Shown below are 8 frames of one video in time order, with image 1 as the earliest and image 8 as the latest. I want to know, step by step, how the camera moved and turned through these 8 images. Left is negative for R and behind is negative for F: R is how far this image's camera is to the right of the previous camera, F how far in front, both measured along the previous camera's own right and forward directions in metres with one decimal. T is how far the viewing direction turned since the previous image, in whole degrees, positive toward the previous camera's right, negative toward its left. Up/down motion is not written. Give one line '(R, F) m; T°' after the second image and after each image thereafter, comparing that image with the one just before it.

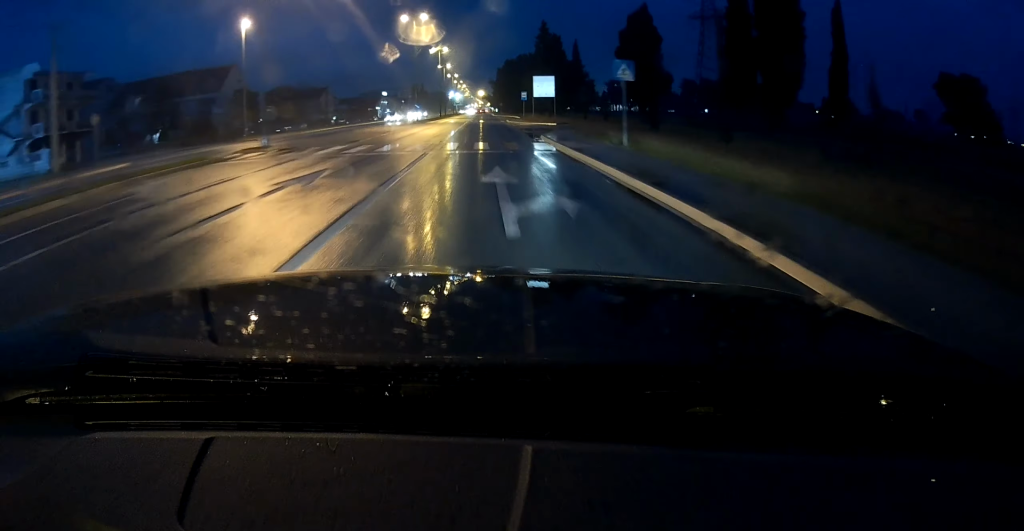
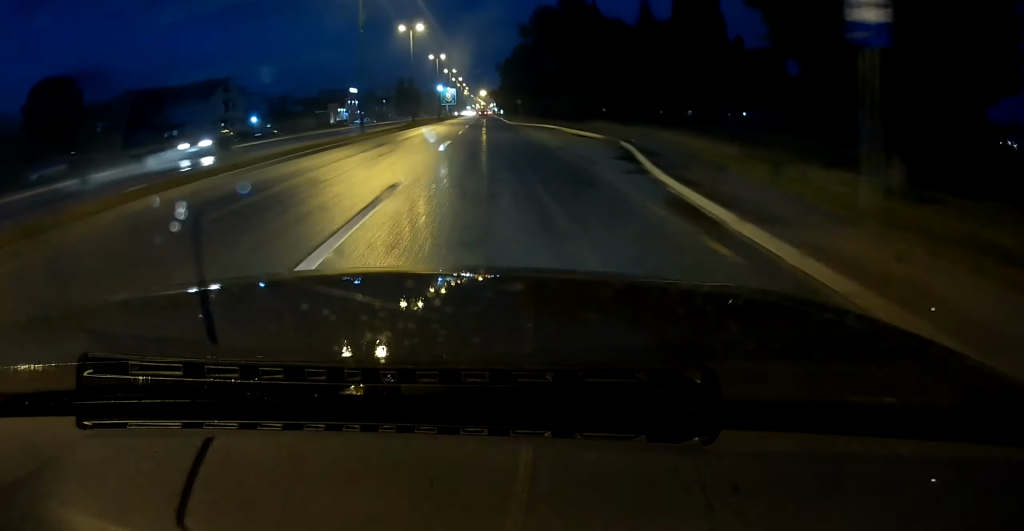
(+0.1, +64.7) m; 0°
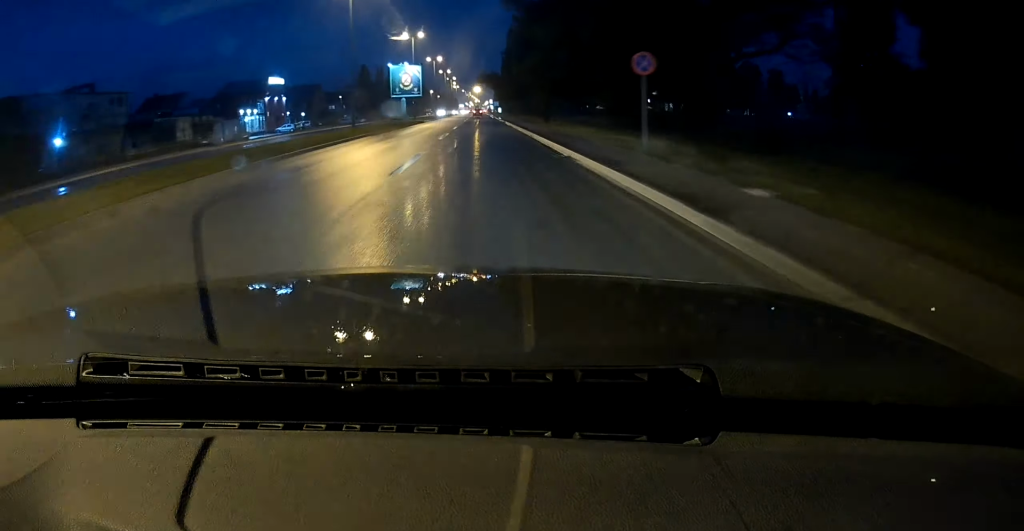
(+0.3, +64.9) m; 0°
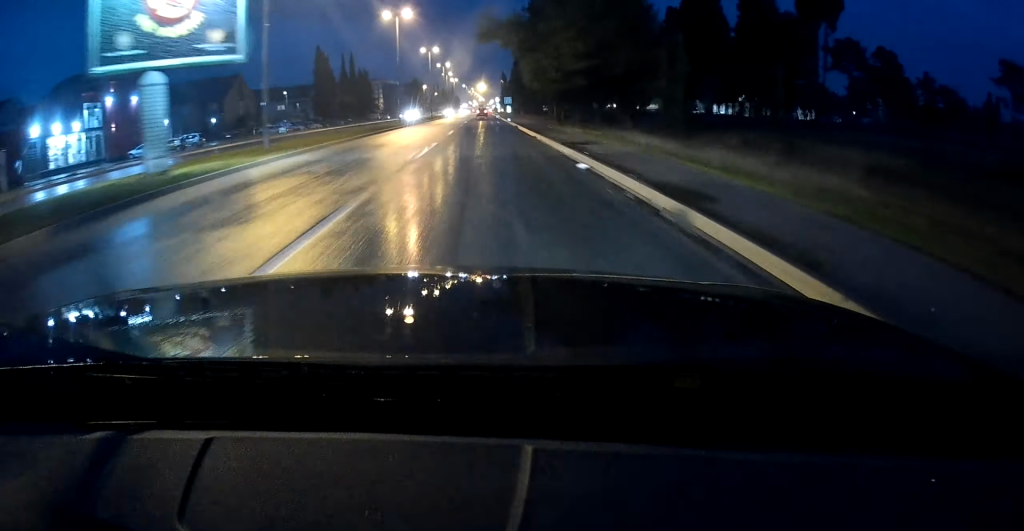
(-0.2, +52.0) m; 0°
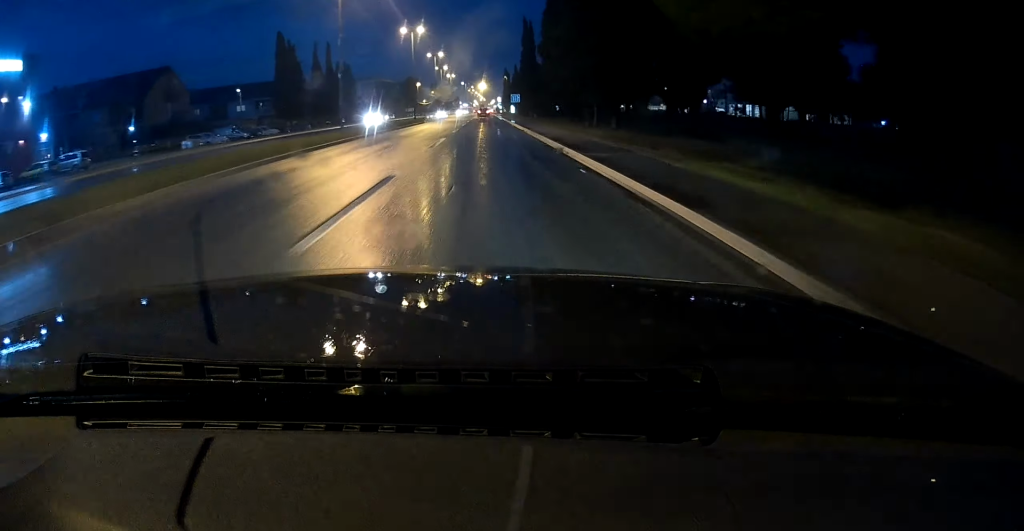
(-0.1, +25.0) m; 0°
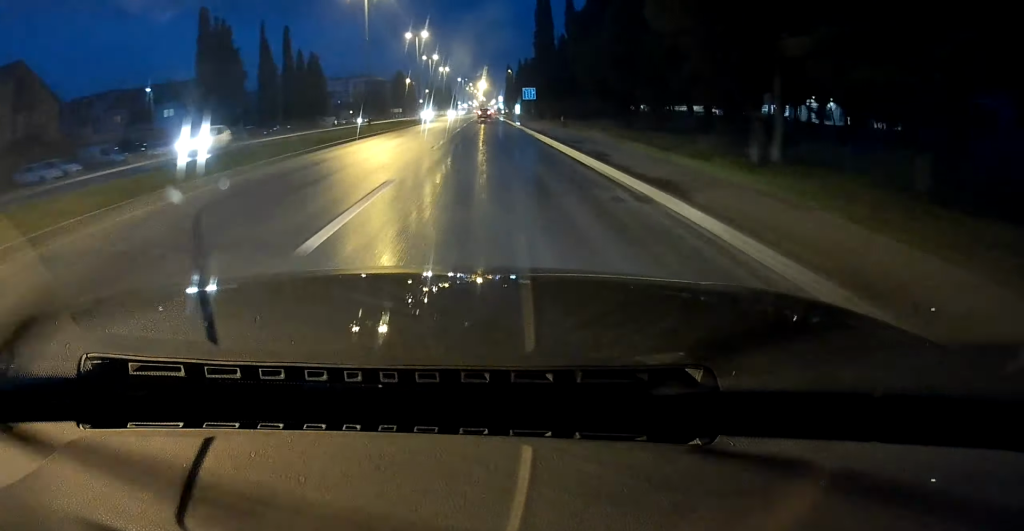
(+0.1, +29.0) m; 0°
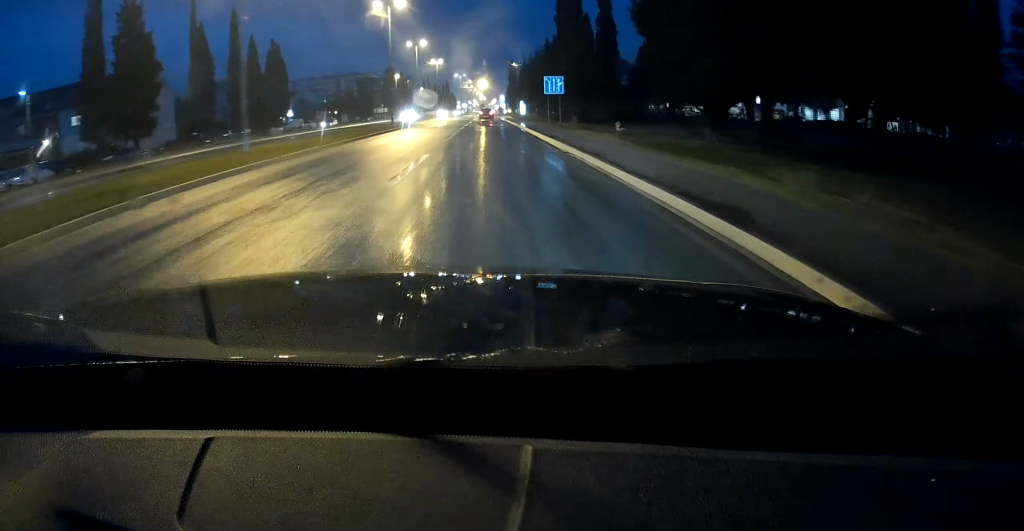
(-0.1, +22.9) m; 0°
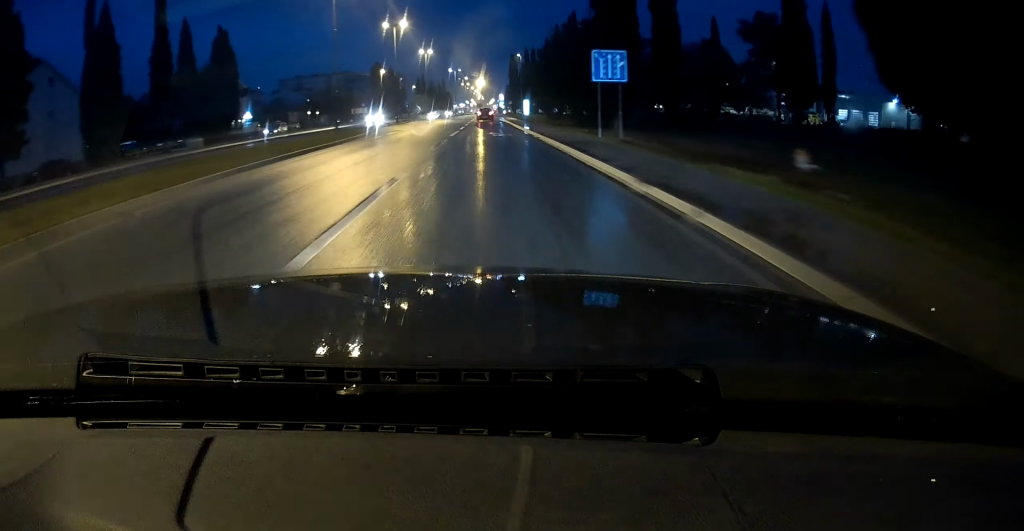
(0.0, +19.6) m; 0°
